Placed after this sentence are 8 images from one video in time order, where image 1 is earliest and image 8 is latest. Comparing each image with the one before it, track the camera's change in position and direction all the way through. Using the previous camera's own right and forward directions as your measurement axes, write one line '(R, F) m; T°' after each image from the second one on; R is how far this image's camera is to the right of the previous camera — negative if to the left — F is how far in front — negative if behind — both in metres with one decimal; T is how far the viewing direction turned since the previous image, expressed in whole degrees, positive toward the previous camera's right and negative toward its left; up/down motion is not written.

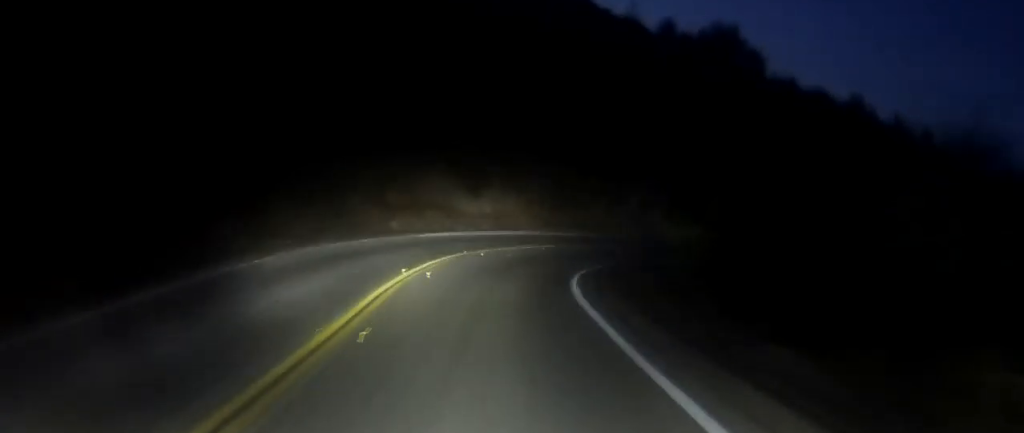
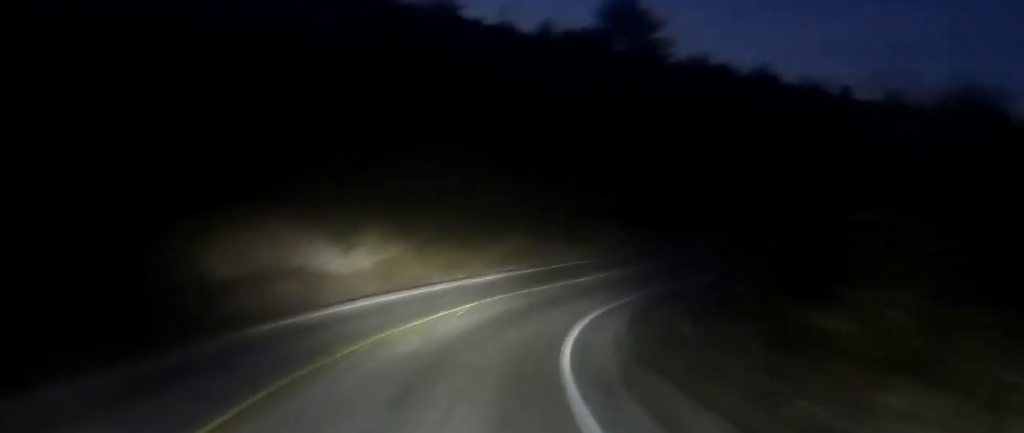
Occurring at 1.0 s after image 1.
(+0.1, +12.8) m; +9°
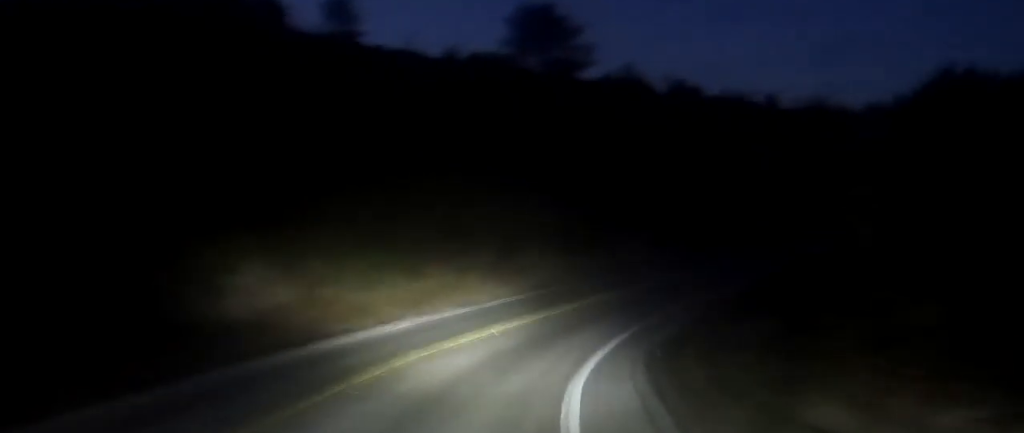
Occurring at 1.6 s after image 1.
(+0.8, +6.8) m; +9°
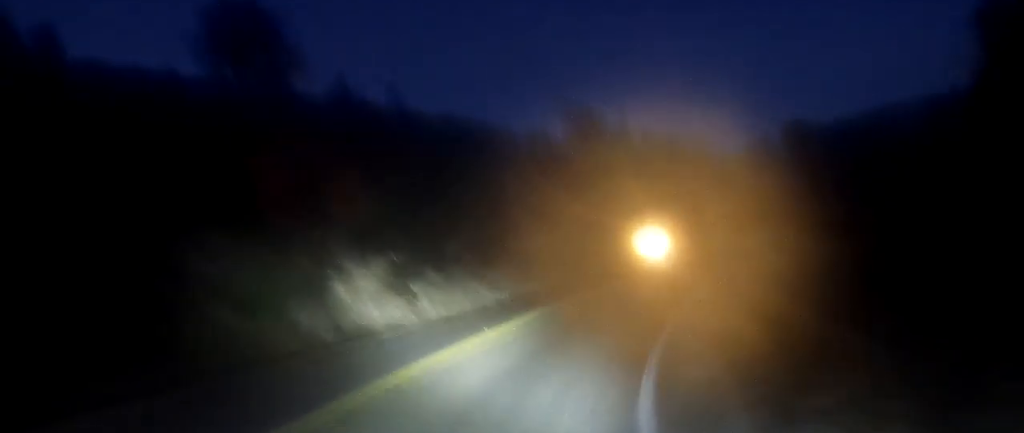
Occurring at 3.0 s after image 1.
(+2.8, +14.7) m; +24°
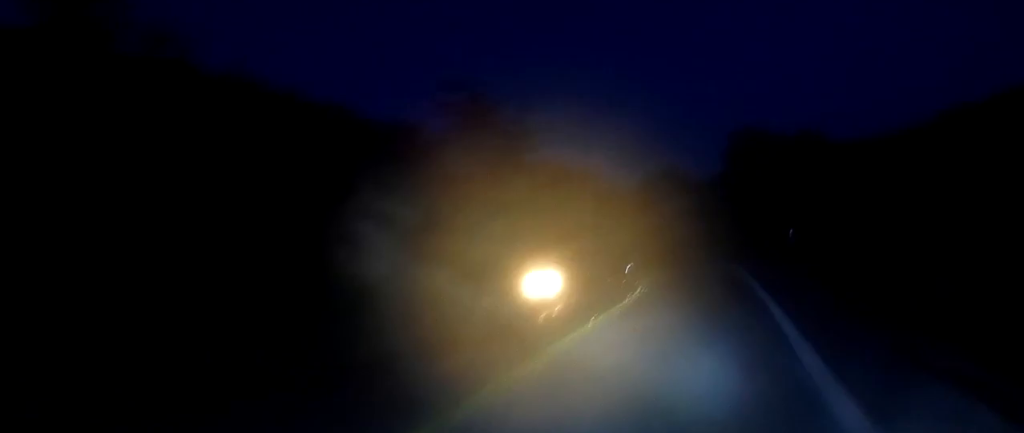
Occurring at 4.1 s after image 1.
(+2.5, +12.8) m; +17°
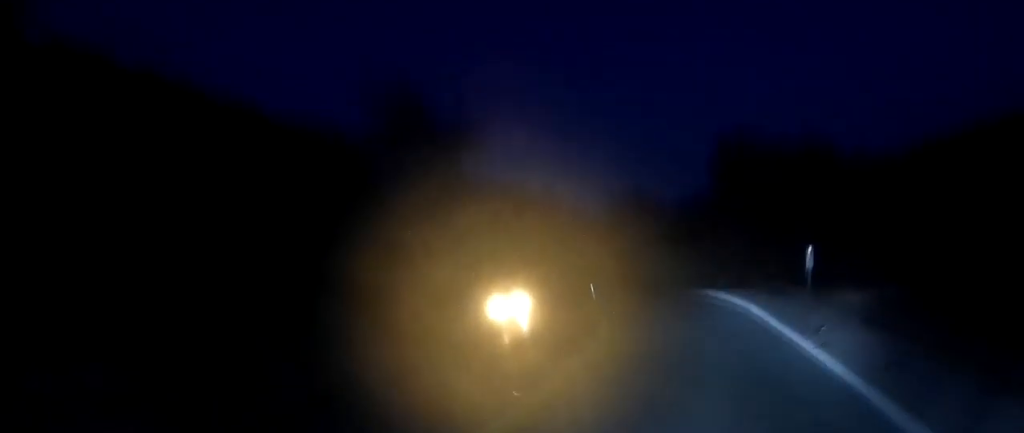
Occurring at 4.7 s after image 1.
(+0.6, +7.5) m; +1°
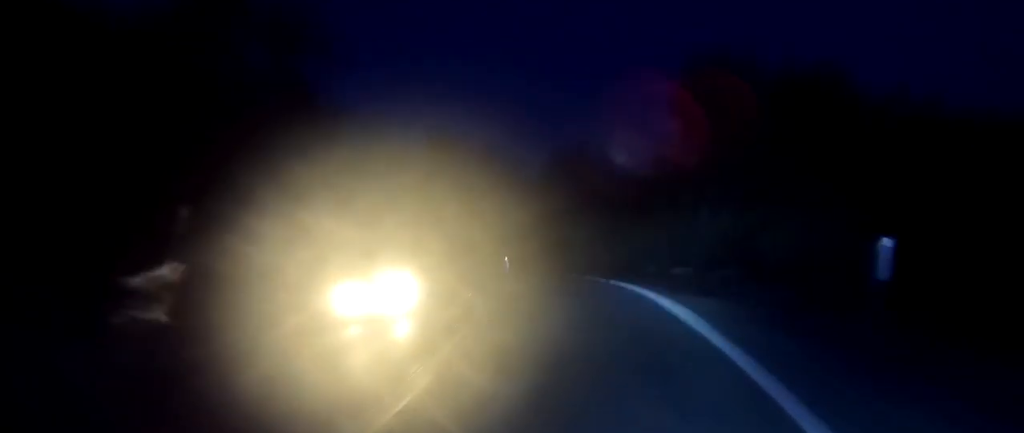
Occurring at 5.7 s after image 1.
(-0.1, +10.8) m; -6°
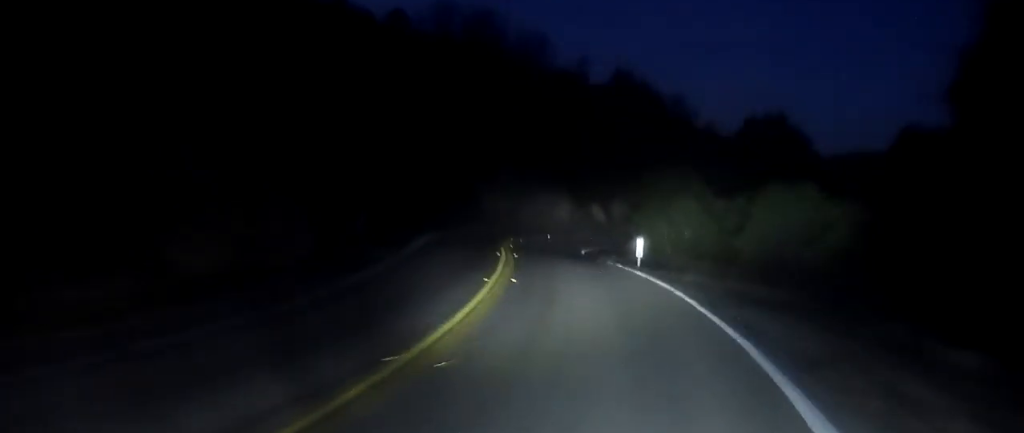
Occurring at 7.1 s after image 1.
(-1.5, +13.6) m; -16°
